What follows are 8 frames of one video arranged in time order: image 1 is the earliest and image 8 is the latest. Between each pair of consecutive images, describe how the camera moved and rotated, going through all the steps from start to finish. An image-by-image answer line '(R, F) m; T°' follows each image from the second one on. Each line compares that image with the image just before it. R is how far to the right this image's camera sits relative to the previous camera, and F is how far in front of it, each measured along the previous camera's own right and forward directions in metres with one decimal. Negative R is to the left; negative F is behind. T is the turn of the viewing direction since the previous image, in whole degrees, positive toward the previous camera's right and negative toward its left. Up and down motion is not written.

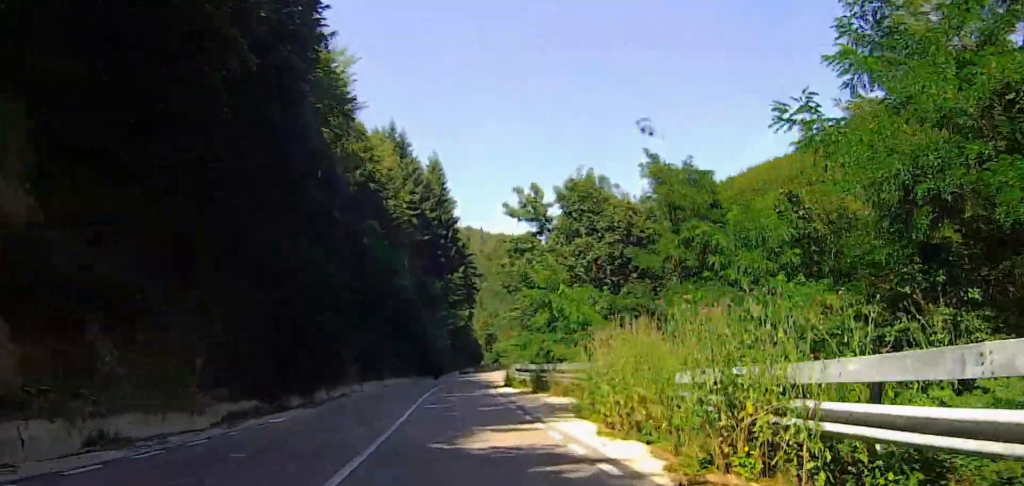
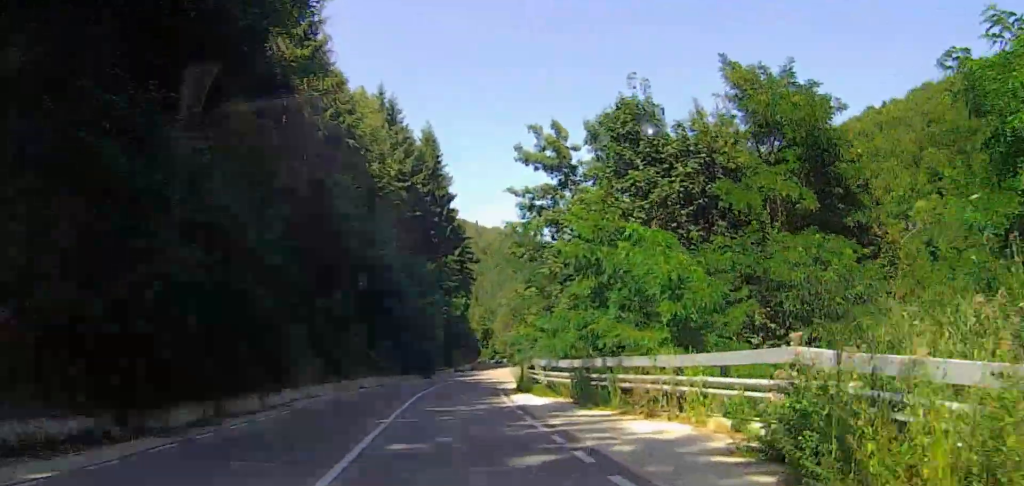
(-0.1, +11.6) m; -1°
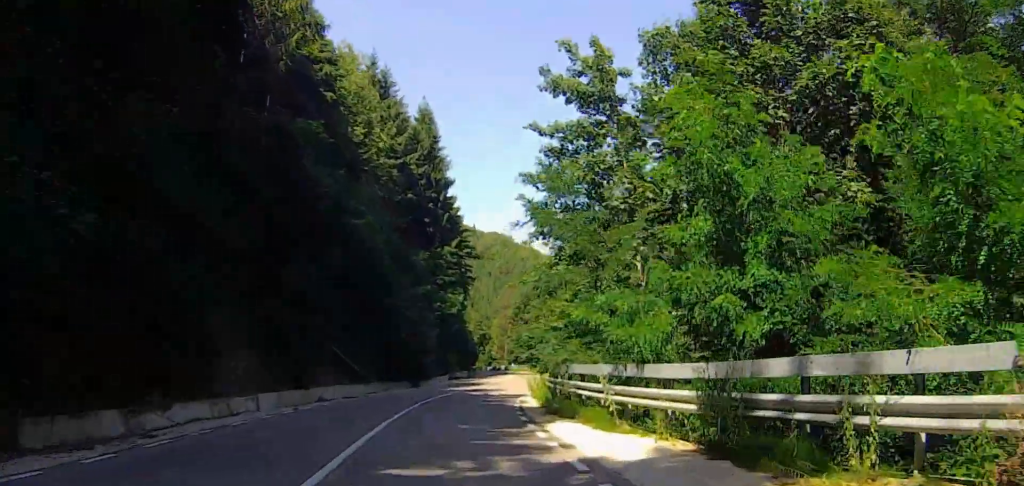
(-0.1, +10.7) m; +1°
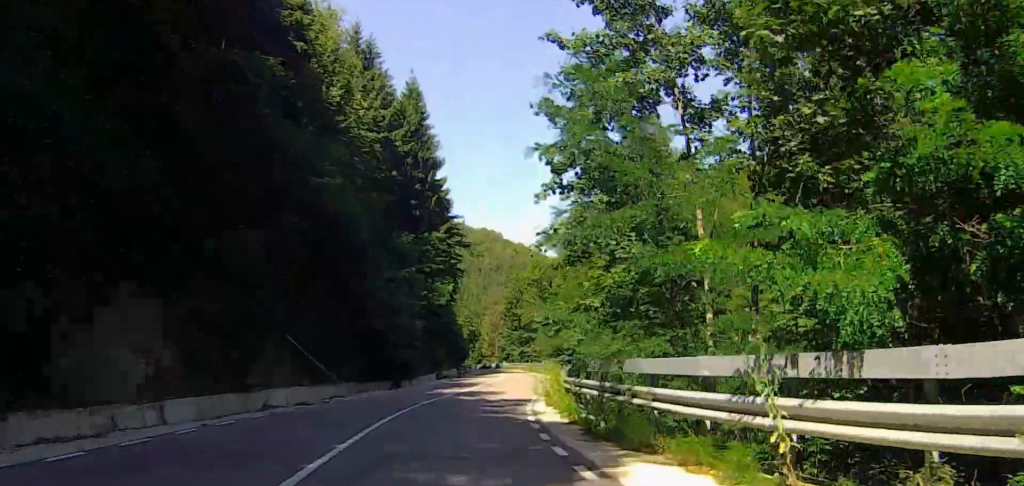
(-0.2, +7.1) m; +2°
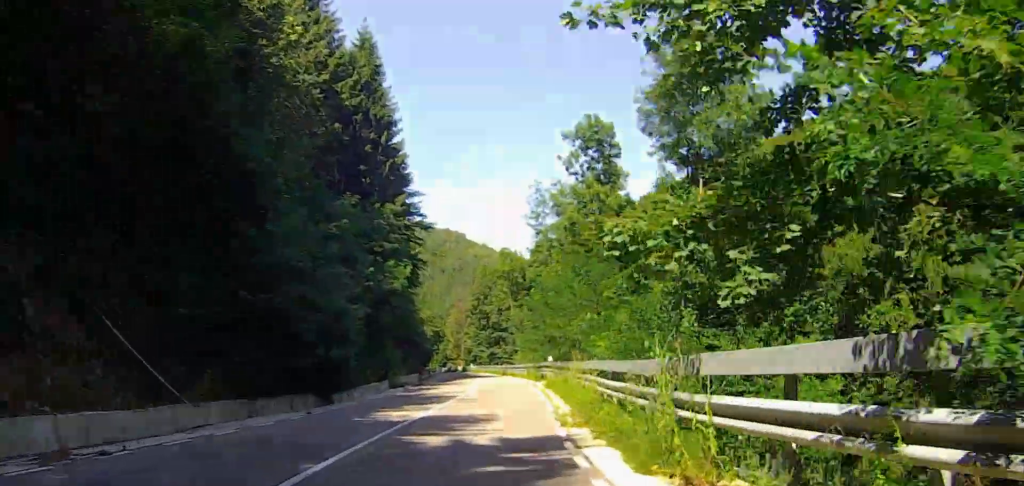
(+0.7, +13.1) m; +4°
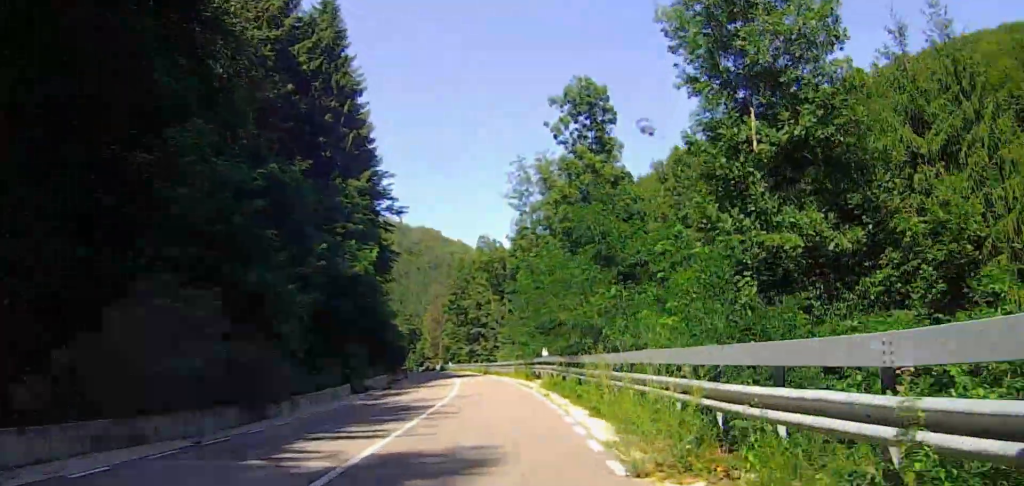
(+0.1, +7.1) m; +2°
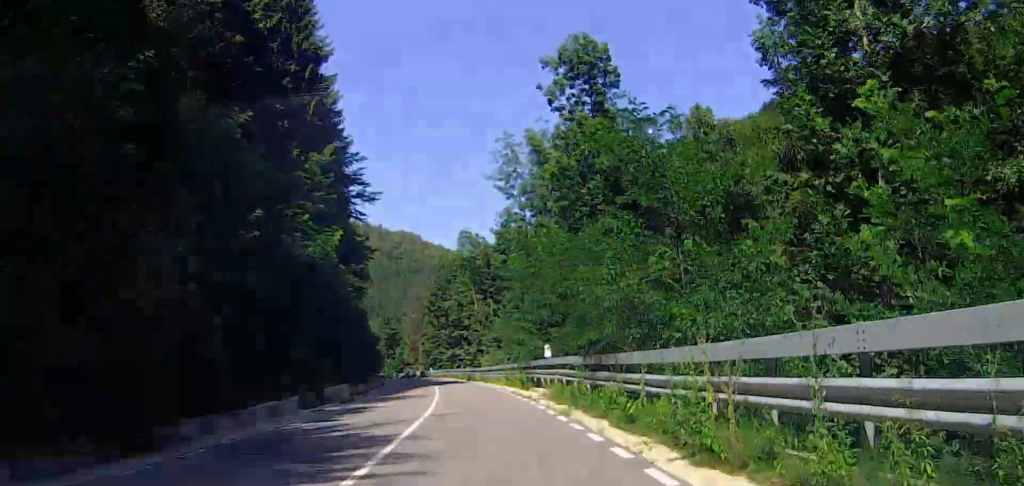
(+0.2, +7.1) m; 0°
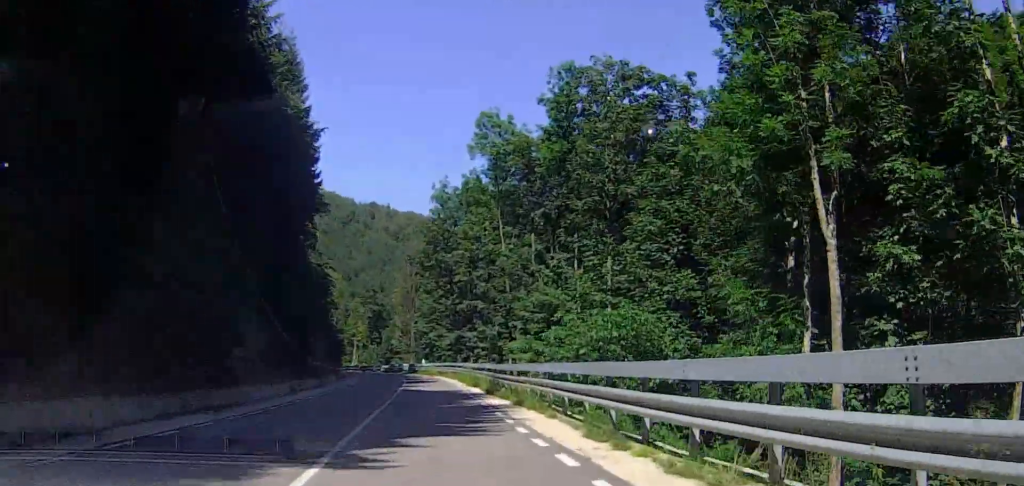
(-0.8, +40.0) m; -2°
